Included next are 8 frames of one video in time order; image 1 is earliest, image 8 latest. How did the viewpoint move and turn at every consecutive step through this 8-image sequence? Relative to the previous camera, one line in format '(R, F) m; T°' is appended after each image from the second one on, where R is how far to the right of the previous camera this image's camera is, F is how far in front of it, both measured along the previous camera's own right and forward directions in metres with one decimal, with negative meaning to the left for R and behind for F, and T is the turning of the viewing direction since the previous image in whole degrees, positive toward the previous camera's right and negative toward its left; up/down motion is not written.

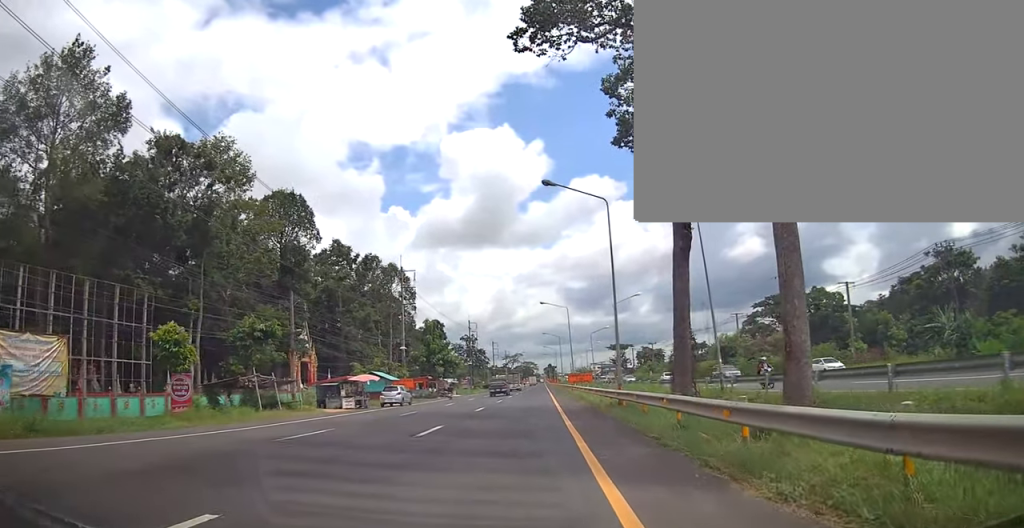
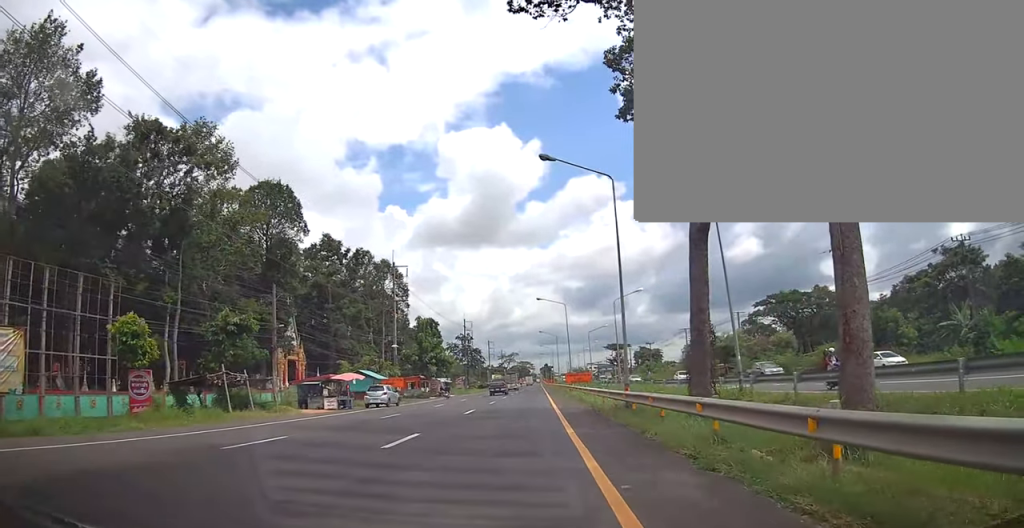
(0.0, +2.0) m; 0°
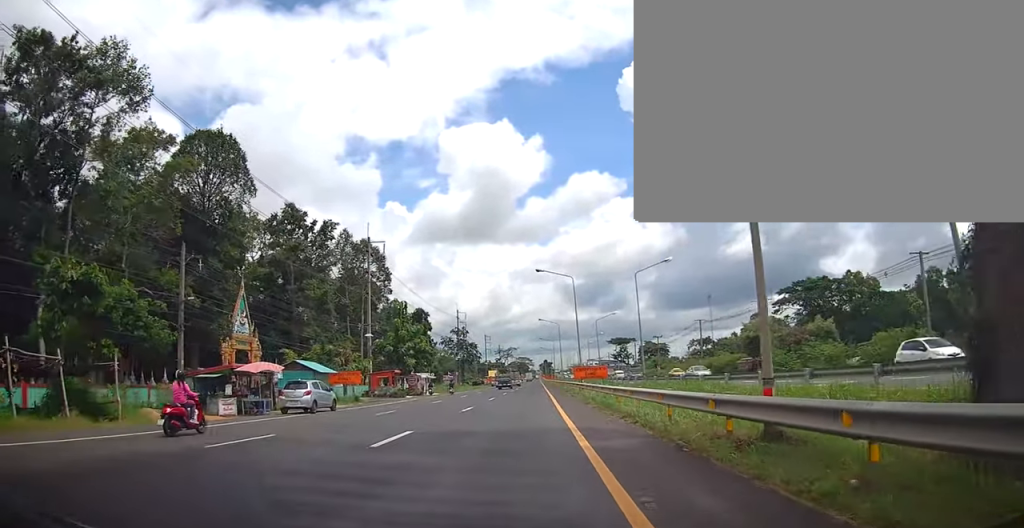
(+0.3, +9.2) m; +7°
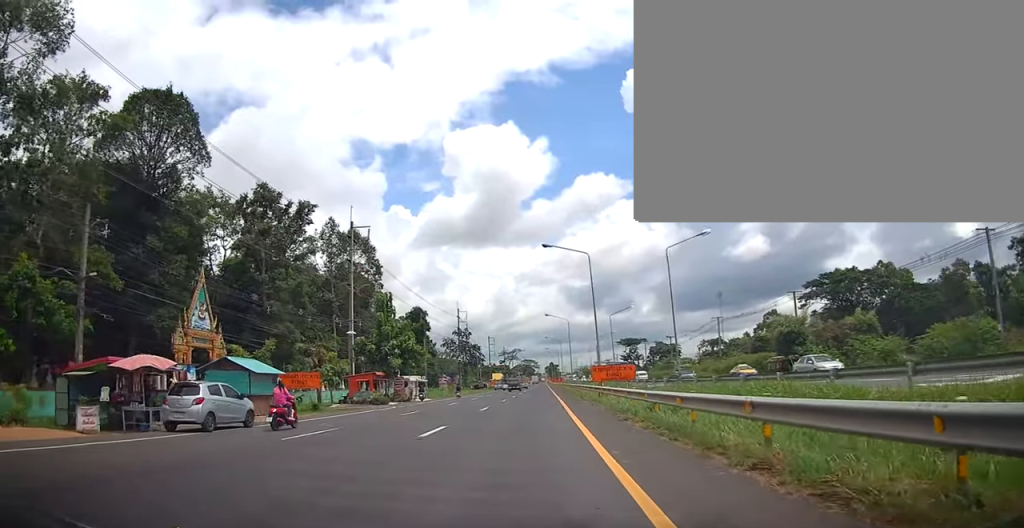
(+0.4, +7.0) m; -3°
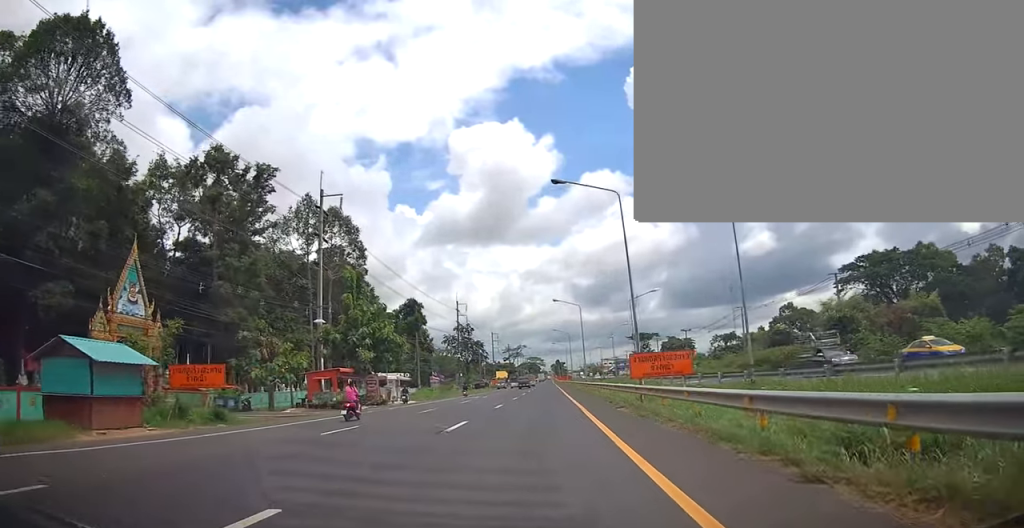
(-0.8, +9.1) m; -7°
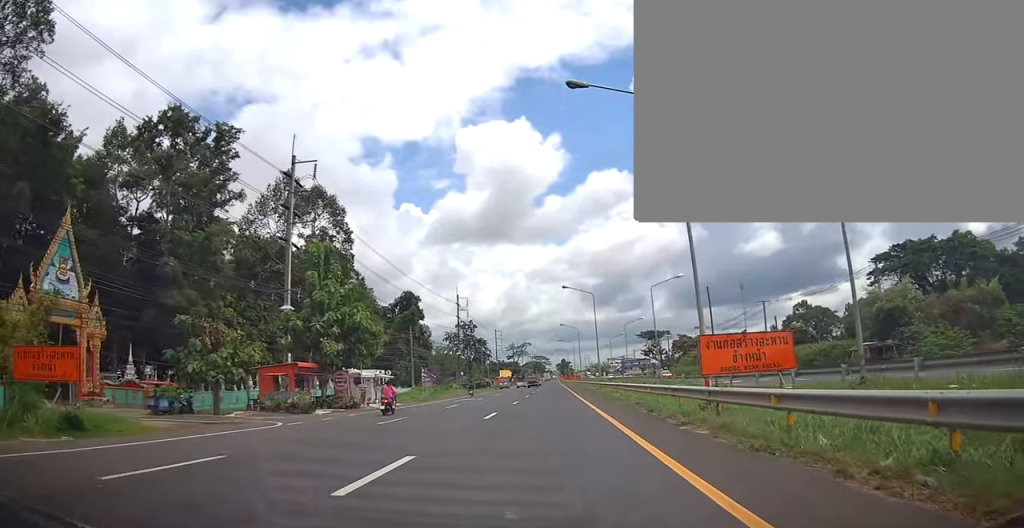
(+0.1, +7.1) m; -3°
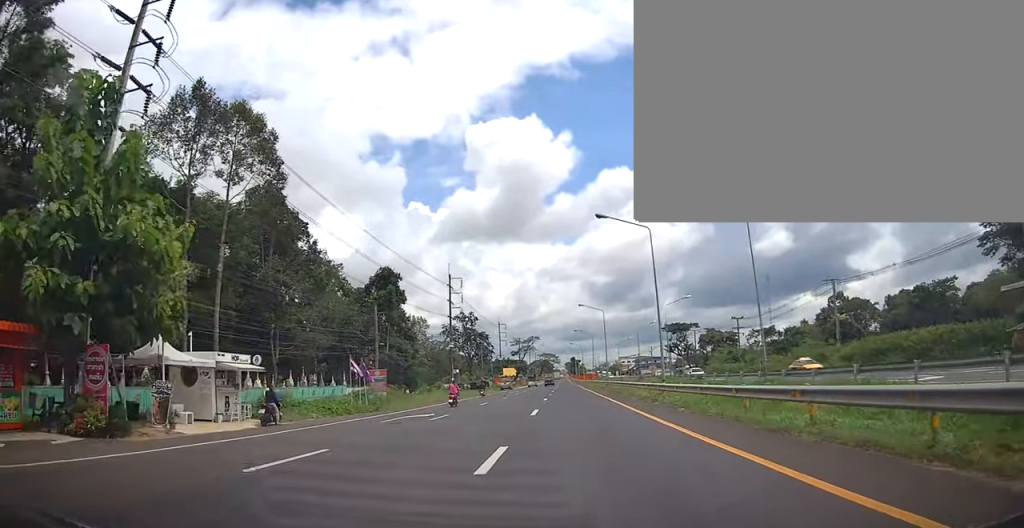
(+0.2, +20.4) m; +5°
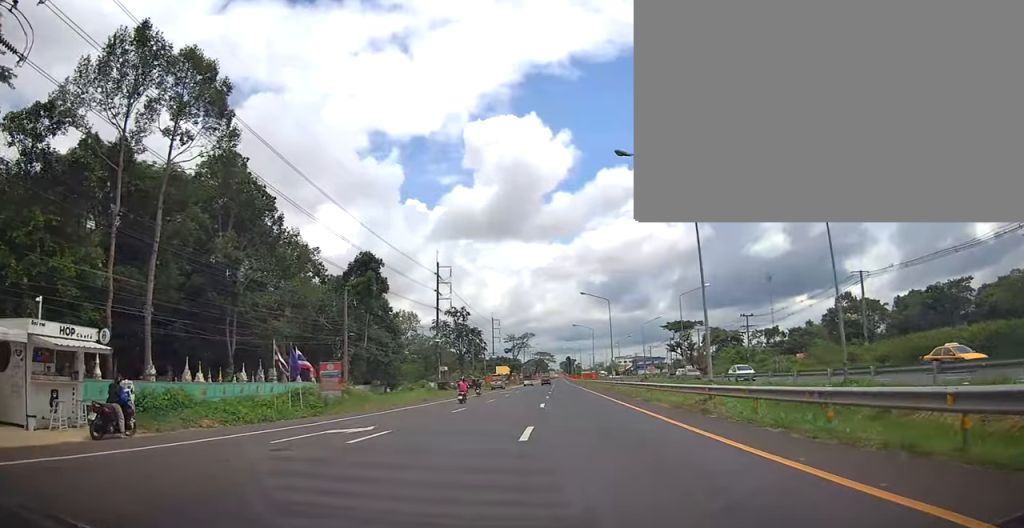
(0.0, +8.1) m; 0°
